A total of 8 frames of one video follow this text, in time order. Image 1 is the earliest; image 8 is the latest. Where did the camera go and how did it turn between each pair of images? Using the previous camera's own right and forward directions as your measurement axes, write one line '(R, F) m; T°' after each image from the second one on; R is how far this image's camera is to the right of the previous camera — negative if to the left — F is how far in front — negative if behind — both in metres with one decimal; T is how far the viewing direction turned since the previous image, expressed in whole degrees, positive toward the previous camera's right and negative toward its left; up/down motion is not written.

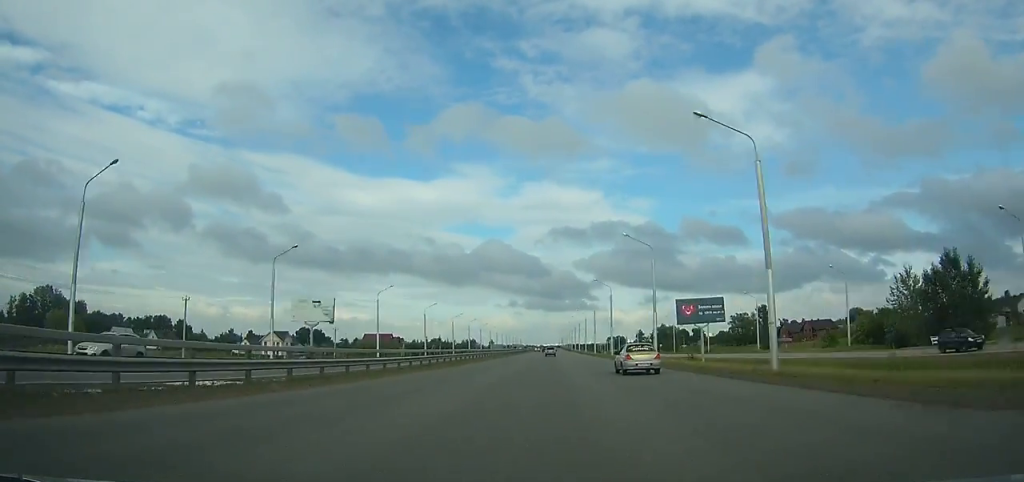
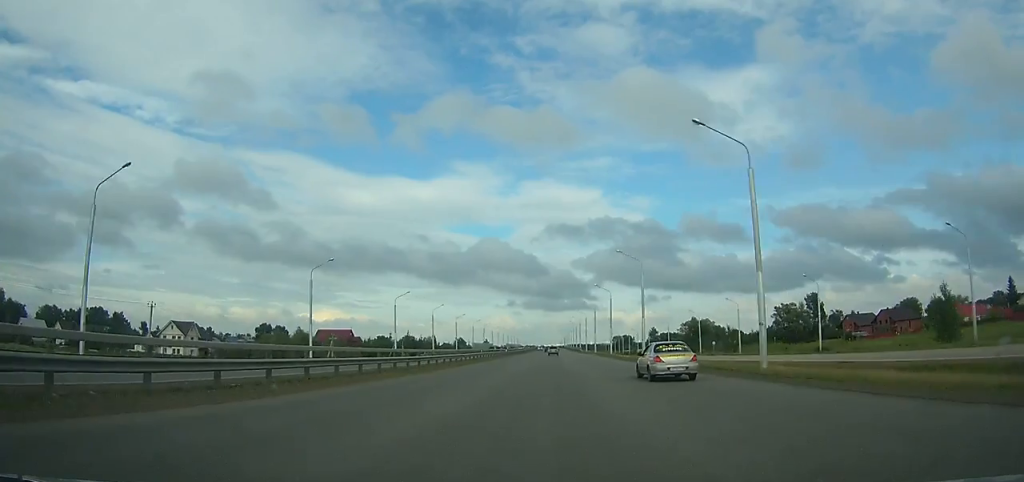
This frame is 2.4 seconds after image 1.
(-0.2, +60.9) m; 0°
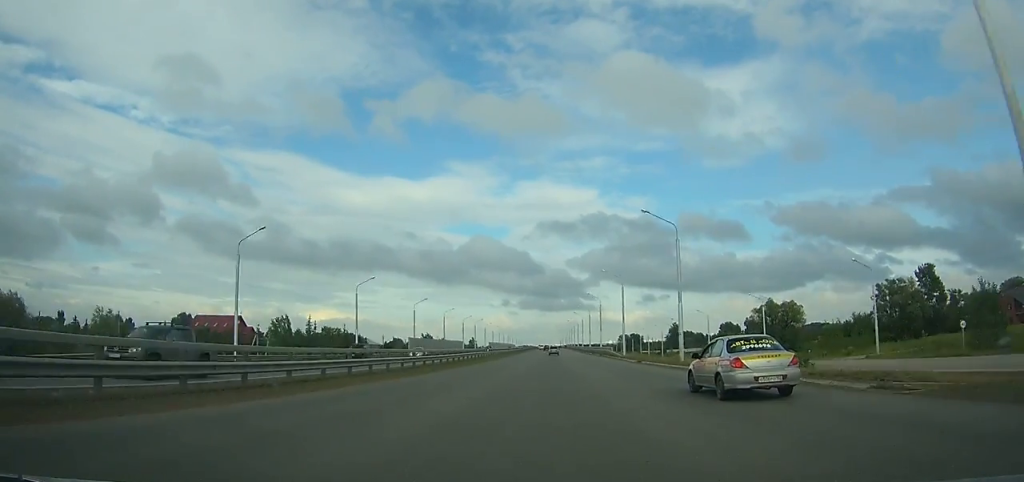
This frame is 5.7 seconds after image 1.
(+0.1, +83.9) m; 0°
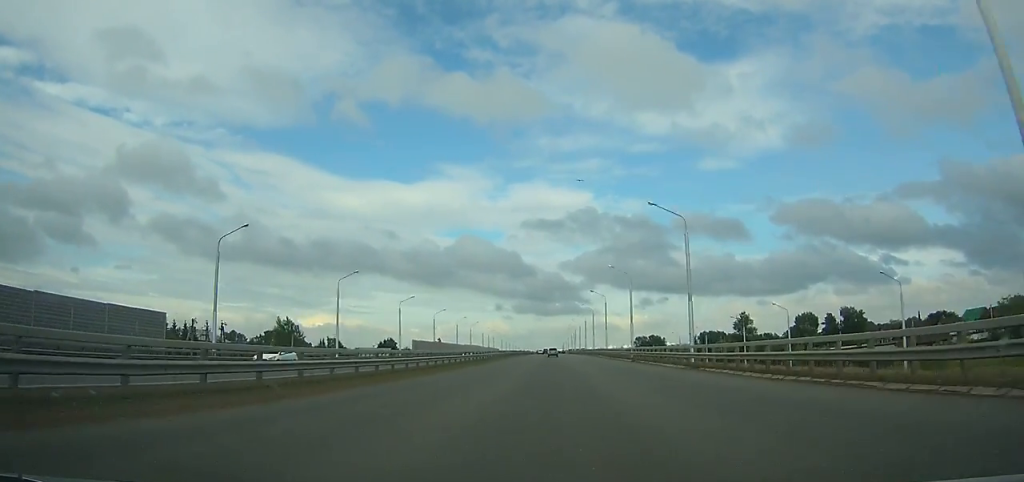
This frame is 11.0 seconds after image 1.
(+0.4, +134.2) m; 0°
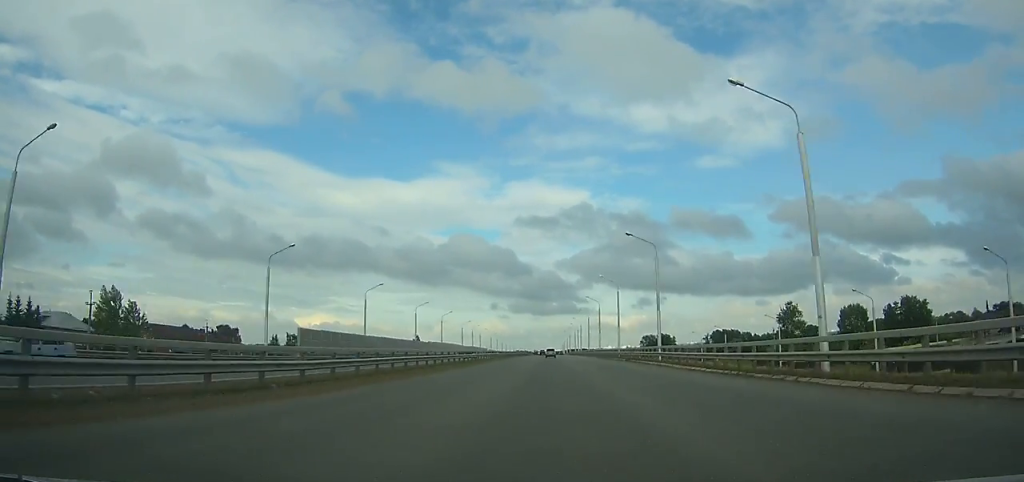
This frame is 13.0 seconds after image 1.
(+0.1, +50.5) m; 0°
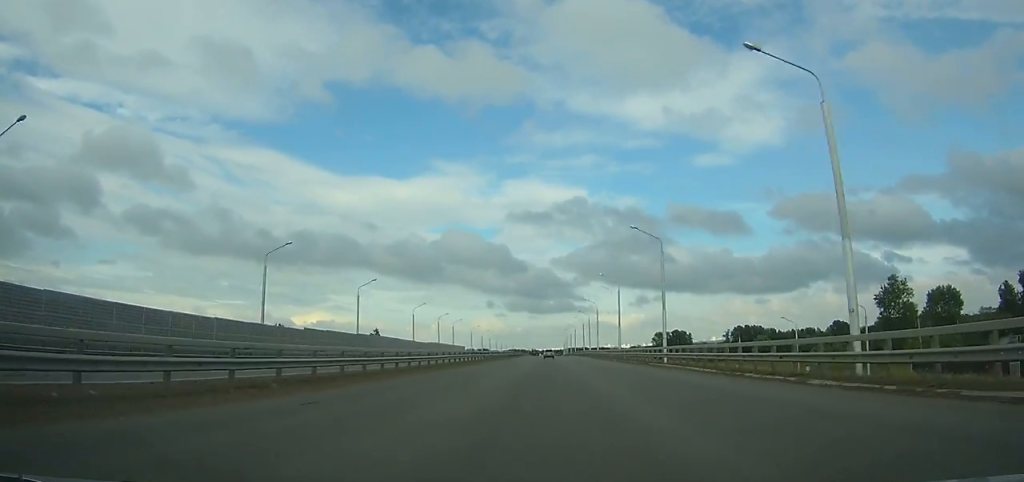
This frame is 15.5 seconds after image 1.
(+0.1, +63.2) m; 0°
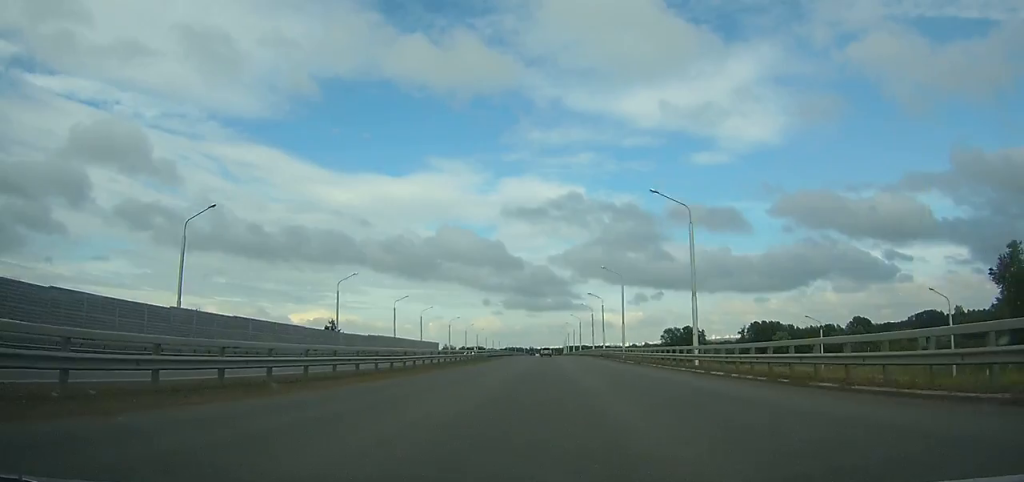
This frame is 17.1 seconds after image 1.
(0.0, +40.3) m; 0°
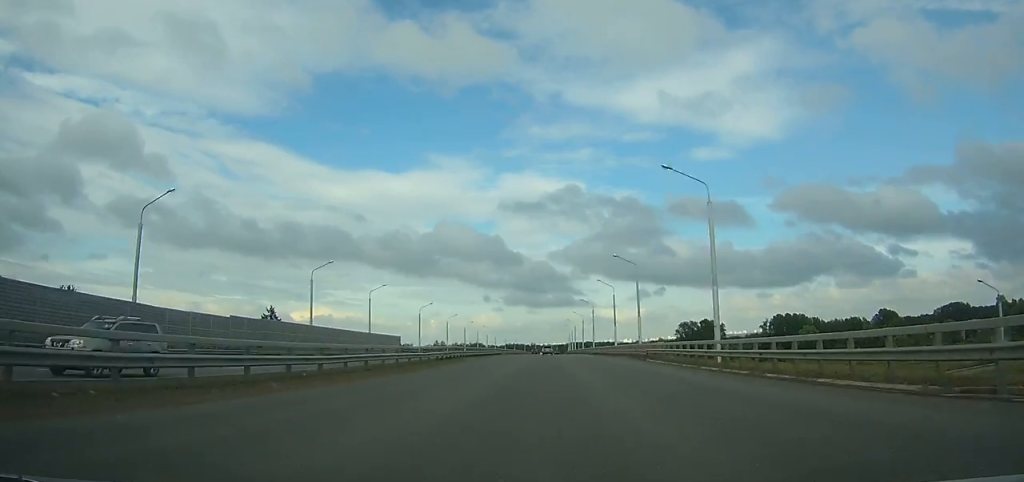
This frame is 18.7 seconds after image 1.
(0.0, +40.4) m; 0°
